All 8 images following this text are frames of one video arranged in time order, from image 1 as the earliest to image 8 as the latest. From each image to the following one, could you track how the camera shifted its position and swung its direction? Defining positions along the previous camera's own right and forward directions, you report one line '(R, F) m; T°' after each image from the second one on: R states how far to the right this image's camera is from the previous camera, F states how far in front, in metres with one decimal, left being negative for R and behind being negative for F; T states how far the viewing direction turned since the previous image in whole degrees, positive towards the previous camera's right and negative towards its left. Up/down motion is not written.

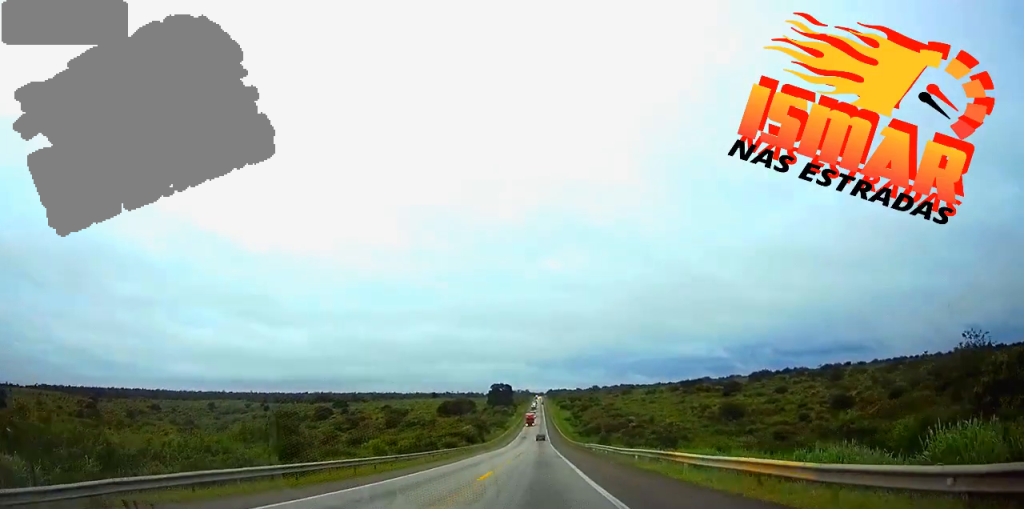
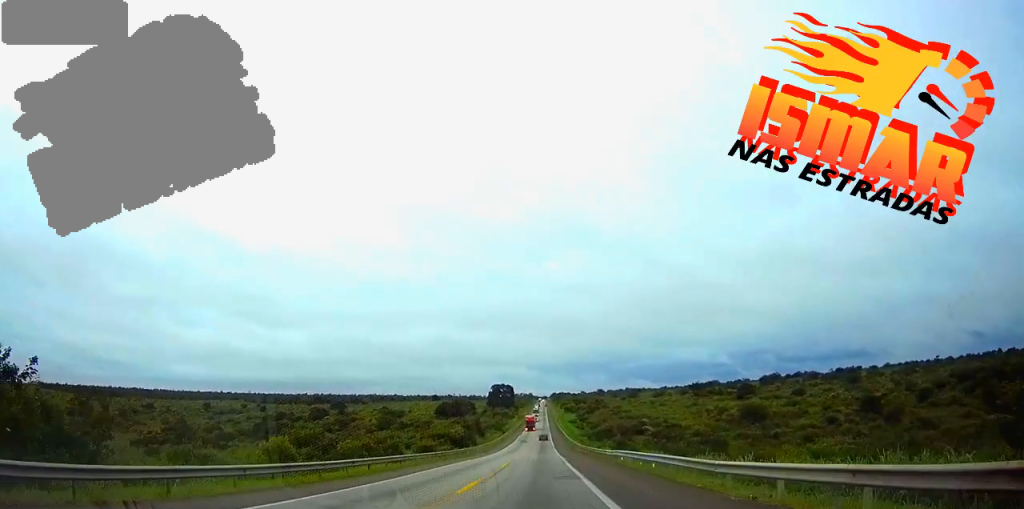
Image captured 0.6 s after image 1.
(0.0, +21.5) m; 0°
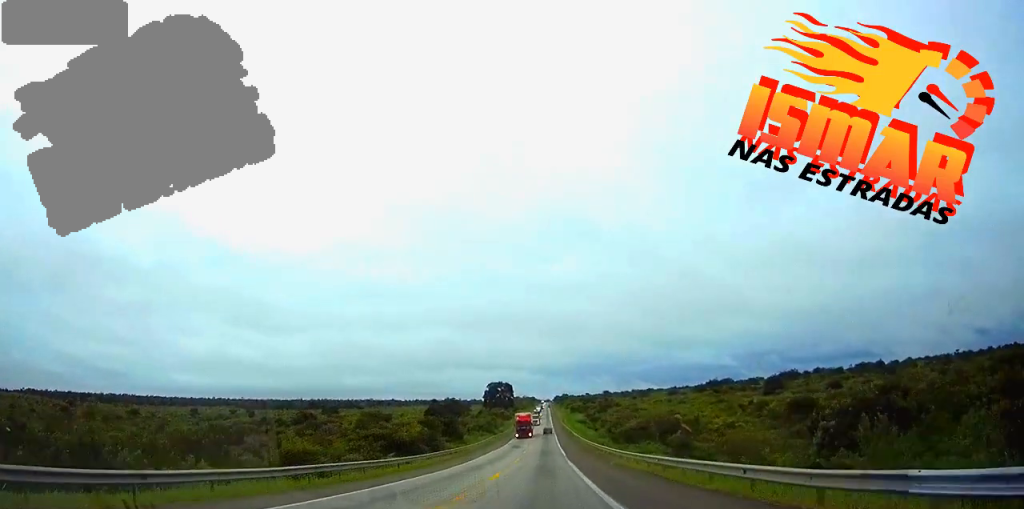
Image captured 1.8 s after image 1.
(0.0, +42.0) m; 0°
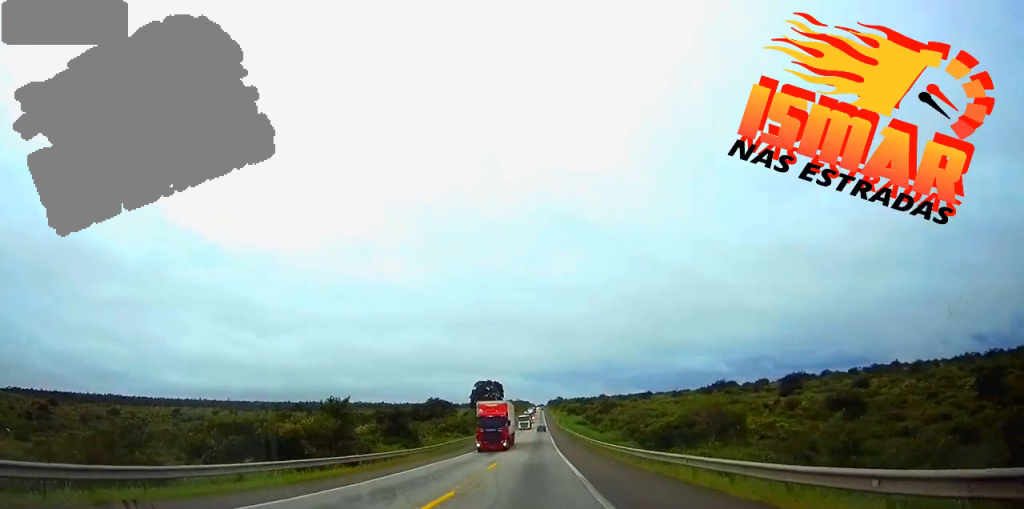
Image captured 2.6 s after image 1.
(0.0, +31.3) m; 0°
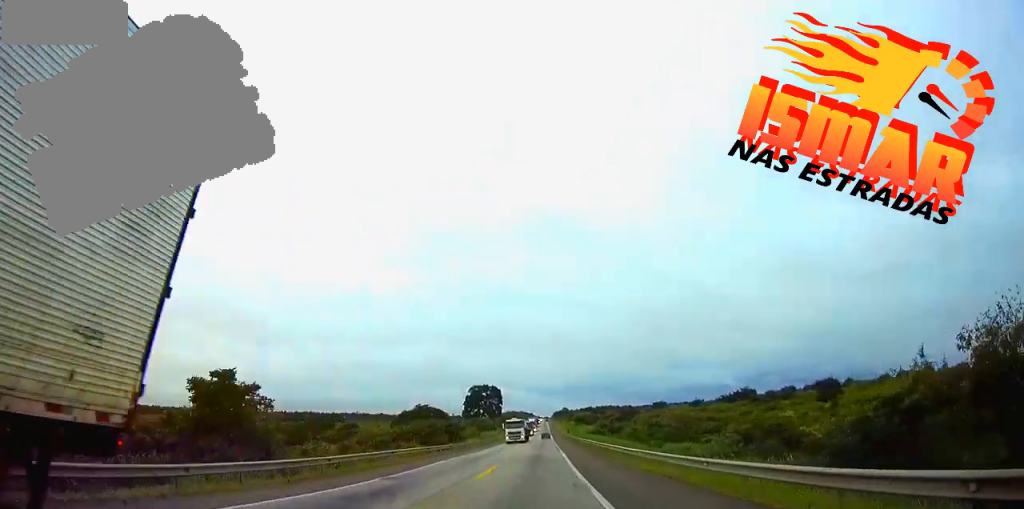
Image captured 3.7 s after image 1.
(0.0, +38.7) m; 0°
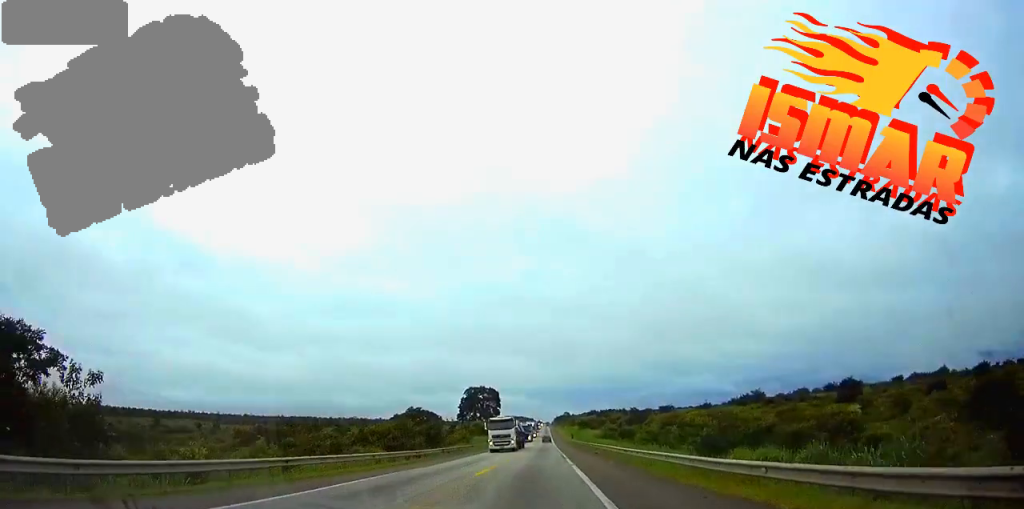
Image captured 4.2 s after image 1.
(0.0, +16.9) m; 0°
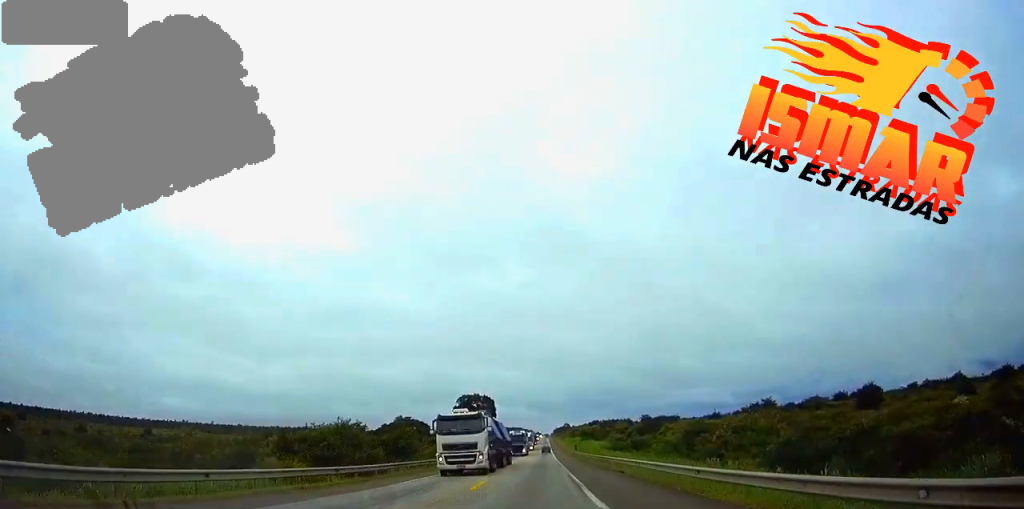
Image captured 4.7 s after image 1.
(0.0, +18.1) m; 0°
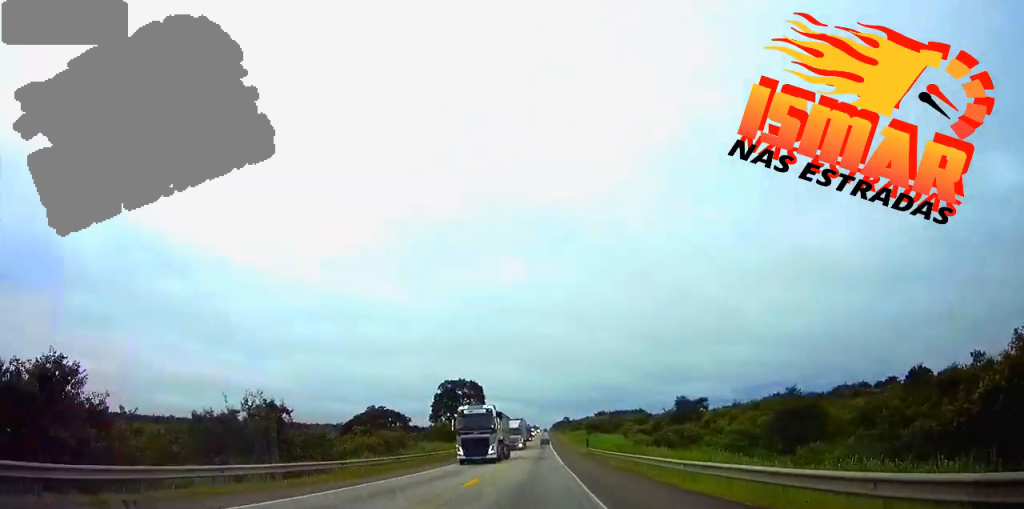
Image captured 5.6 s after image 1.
(0.0, +34.9) m; 0°
